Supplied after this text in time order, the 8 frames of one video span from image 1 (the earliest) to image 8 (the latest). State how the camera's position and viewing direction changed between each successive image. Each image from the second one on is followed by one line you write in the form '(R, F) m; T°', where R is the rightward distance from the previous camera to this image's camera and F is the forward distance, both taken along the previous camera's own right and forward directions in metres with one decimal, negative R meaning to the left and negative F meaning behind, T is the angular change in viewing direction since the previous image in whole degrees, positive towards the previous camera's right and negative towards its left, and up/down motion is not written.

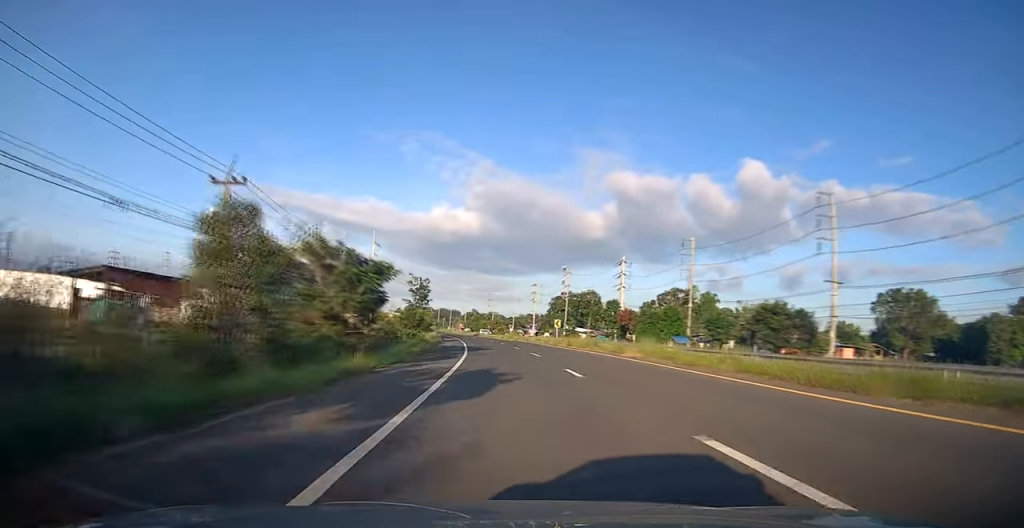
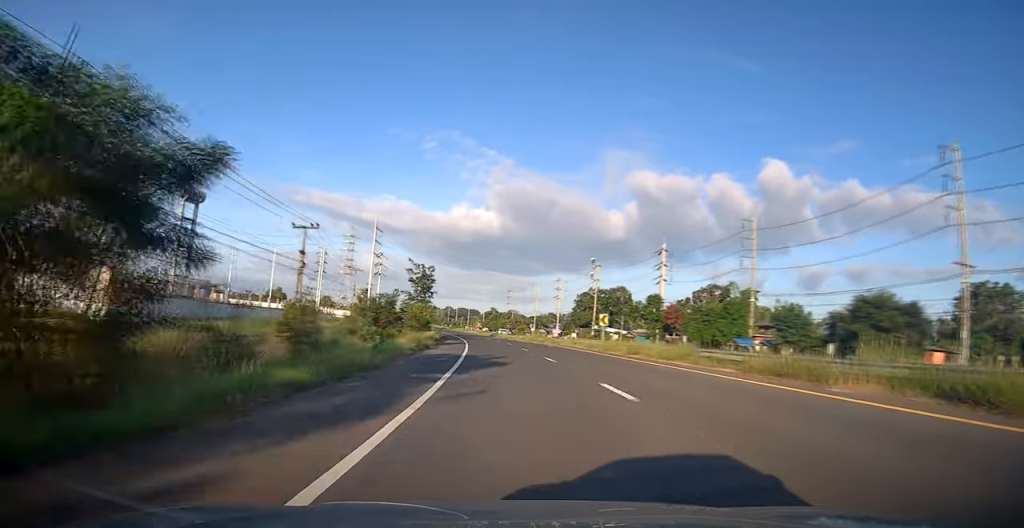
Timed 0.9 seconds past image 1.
(-0.3, +17.2) m; -2°
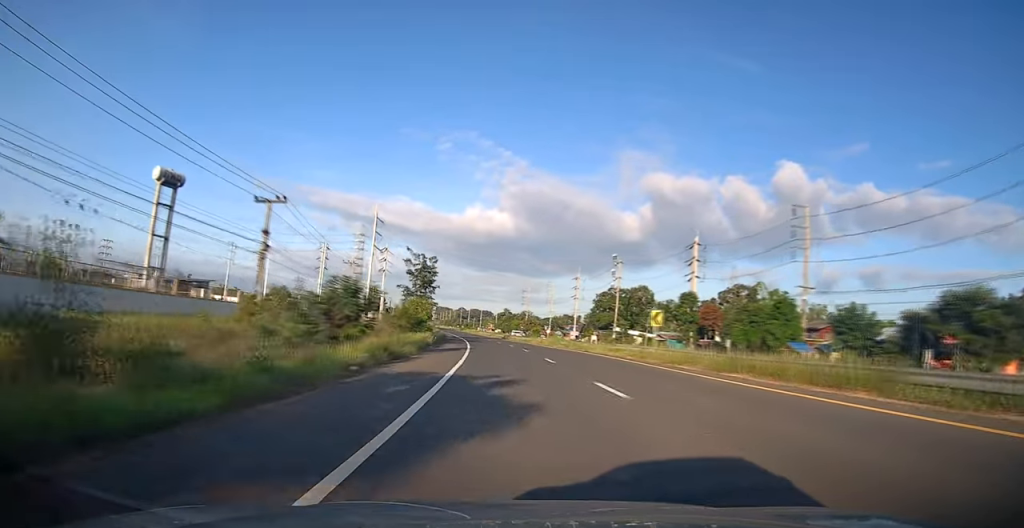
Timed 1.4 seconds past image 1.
(-0.1, +11.0) m; -1°
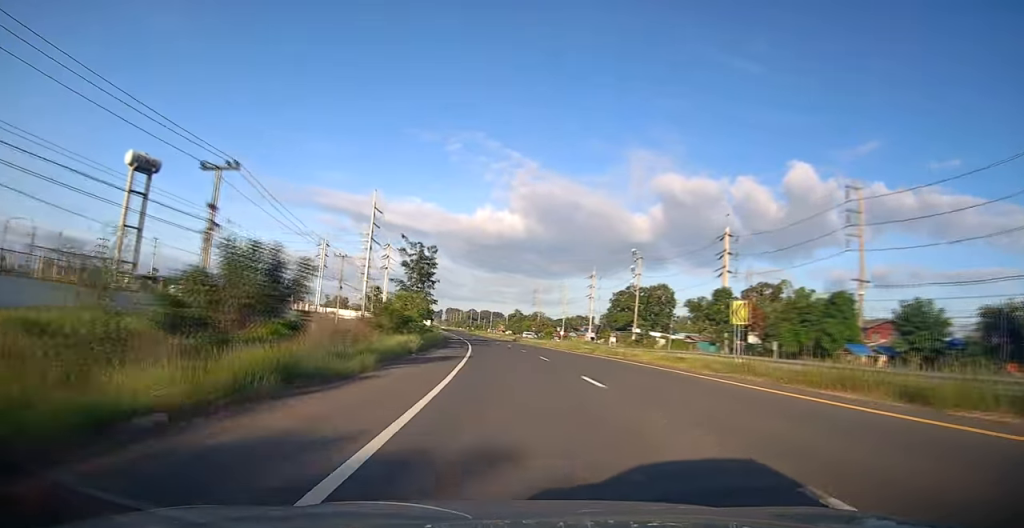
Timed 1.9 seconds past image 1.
(-0.1, +9.5) m; -1°
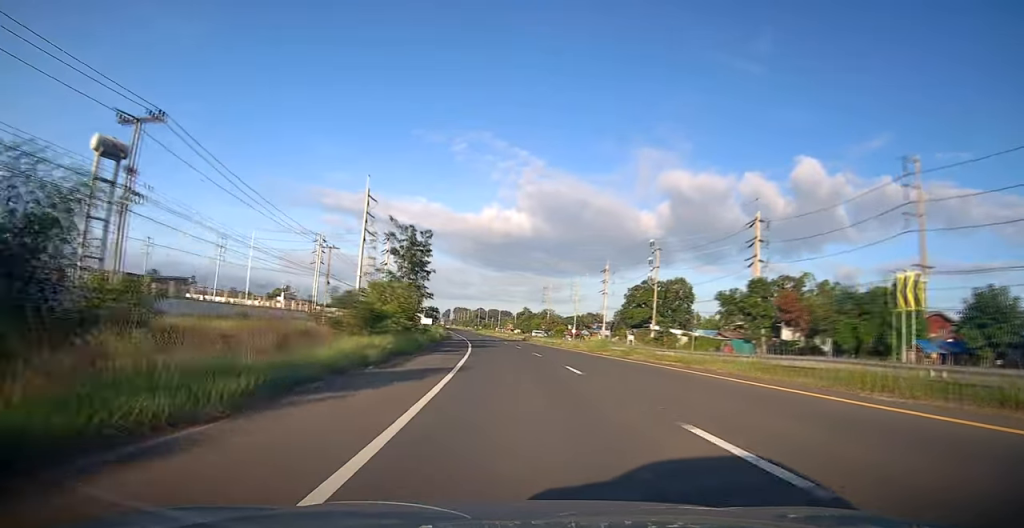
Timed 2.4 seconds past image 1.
(-0.1, +8.8) m; -1°
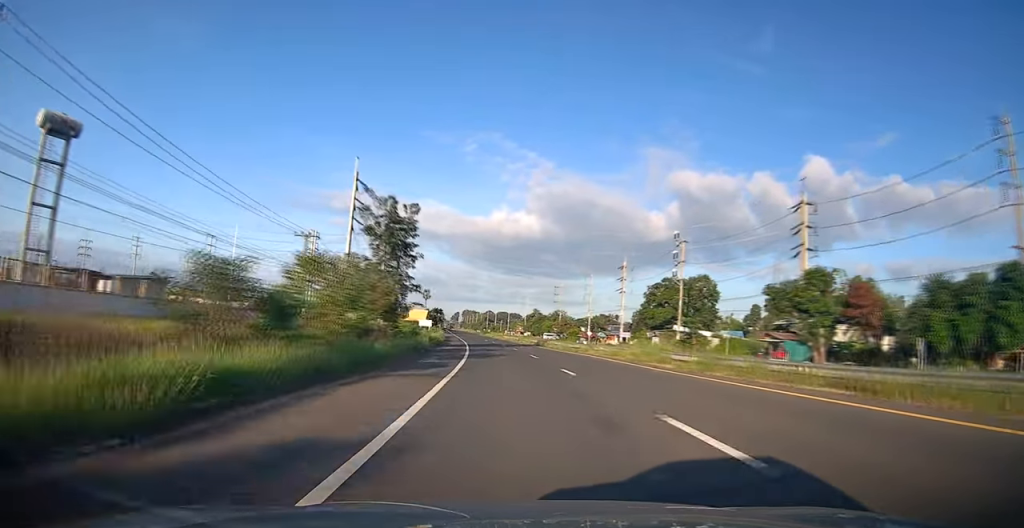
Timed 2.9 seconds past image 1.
(-0.1, +11.1) m; -1°
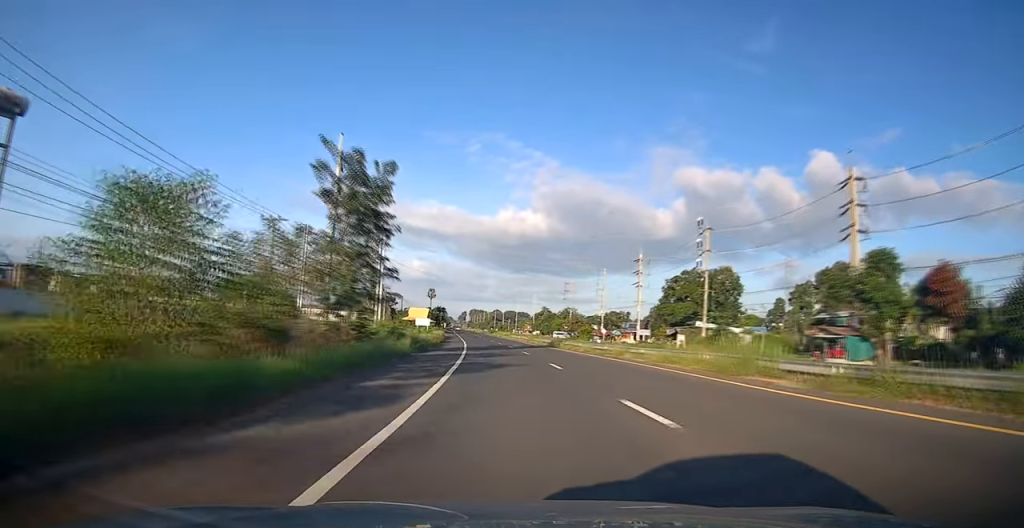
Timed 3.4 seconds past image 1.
(-0.1, +9.5) m; -1°
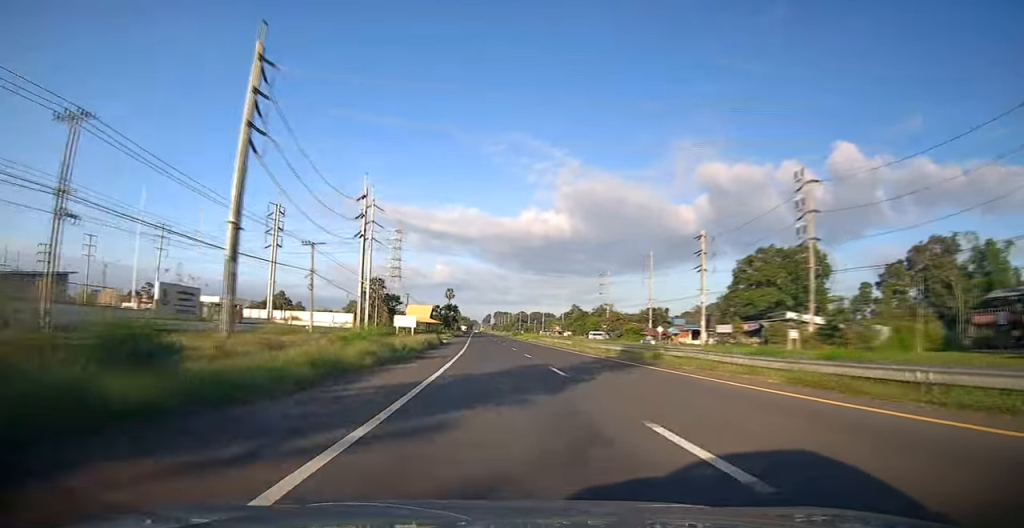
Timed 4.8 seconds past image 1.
(-0.6, +26.9) m; -2°
